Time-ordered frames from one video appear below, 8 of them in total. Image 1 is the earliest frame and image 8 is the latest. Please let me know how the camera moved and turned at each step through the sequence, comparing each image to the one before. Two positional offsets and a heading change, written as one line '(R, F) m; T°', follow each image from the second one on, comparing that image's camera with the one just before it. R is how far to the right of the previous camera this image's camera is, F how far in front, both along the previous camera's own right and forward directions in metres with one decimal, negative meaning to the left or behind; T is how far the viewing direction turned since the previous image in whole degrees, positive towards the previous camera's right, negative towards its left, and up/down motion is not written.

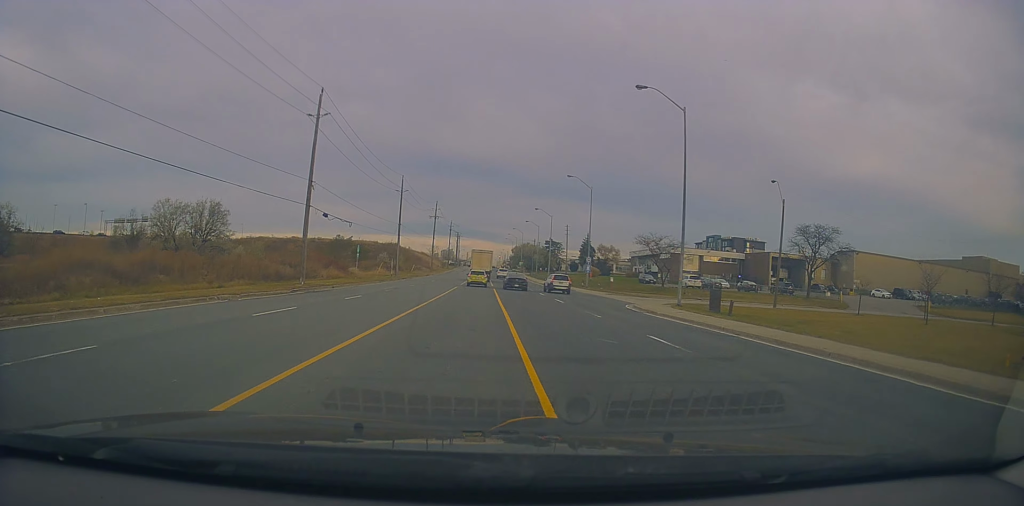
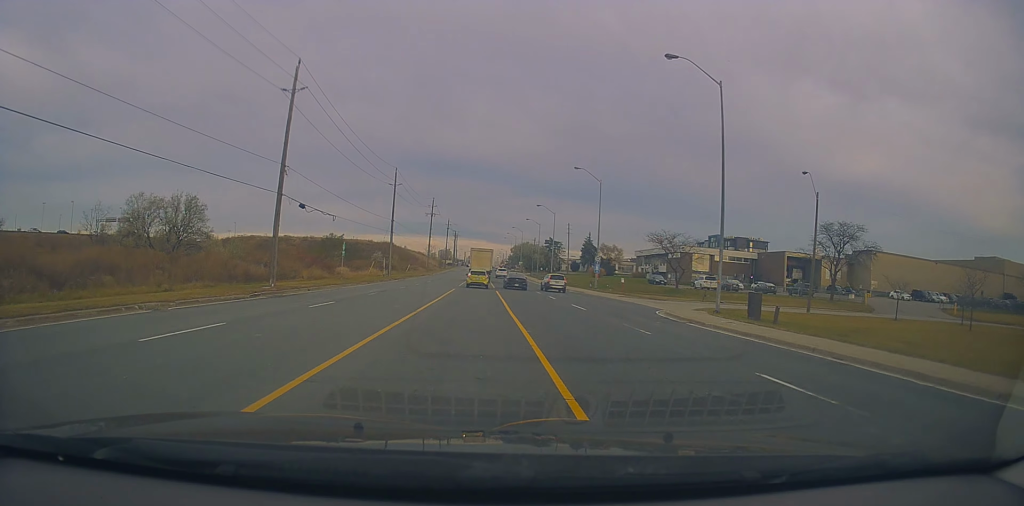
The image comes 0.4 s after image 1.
(-0.1, +6.0) m; 0°
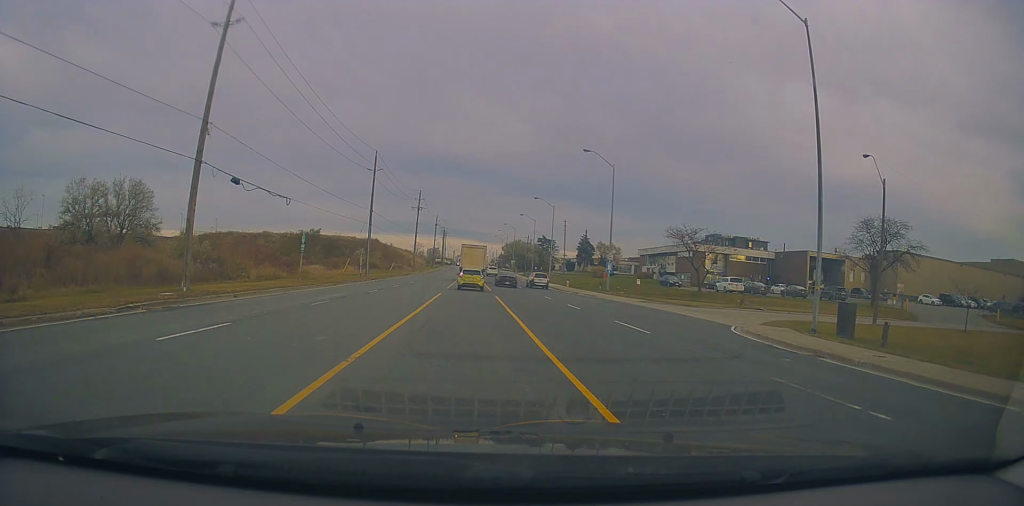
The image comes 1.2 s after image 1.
(-0.2, +10.1) m; 0°
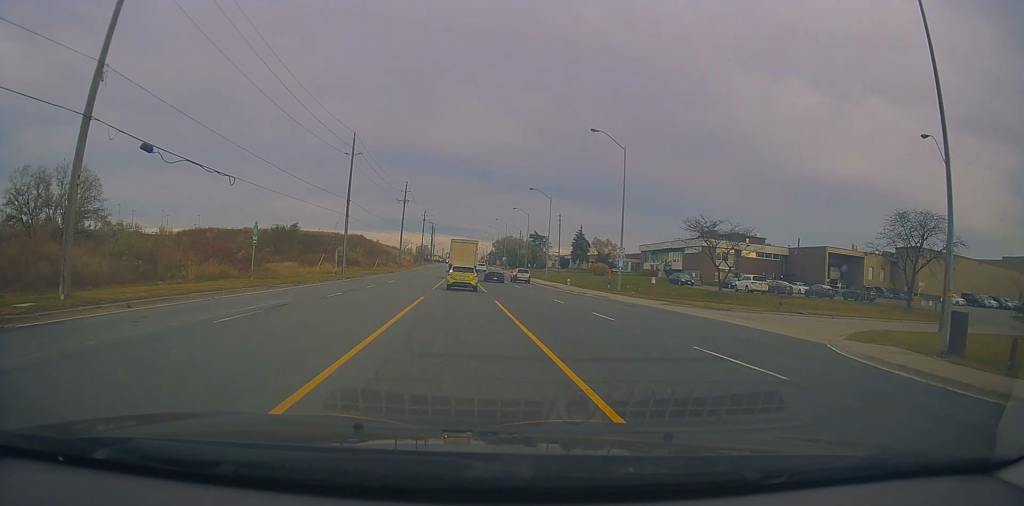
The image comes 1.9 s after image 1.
(+0.4, +7.9) m; -1°
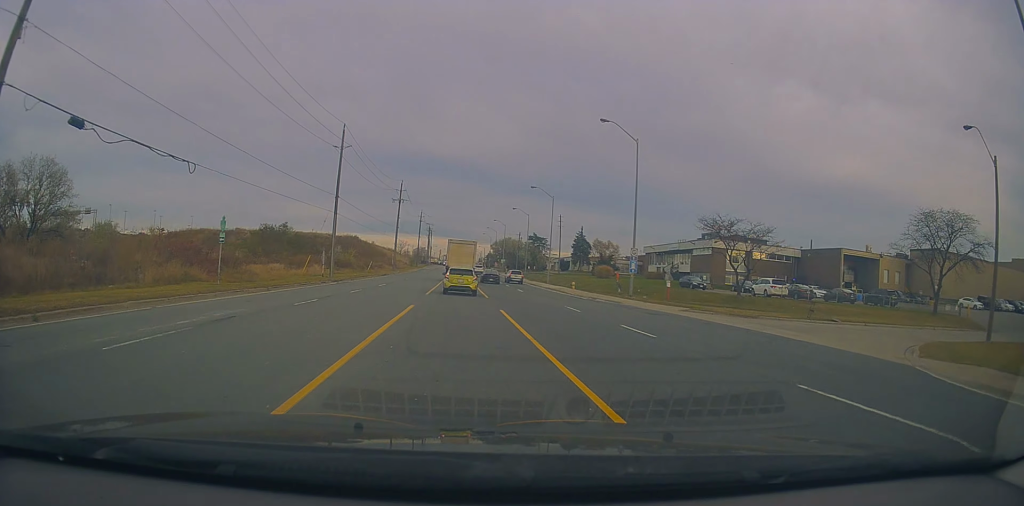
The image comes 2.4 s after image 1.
(-0.1, +4.8) m; 0°
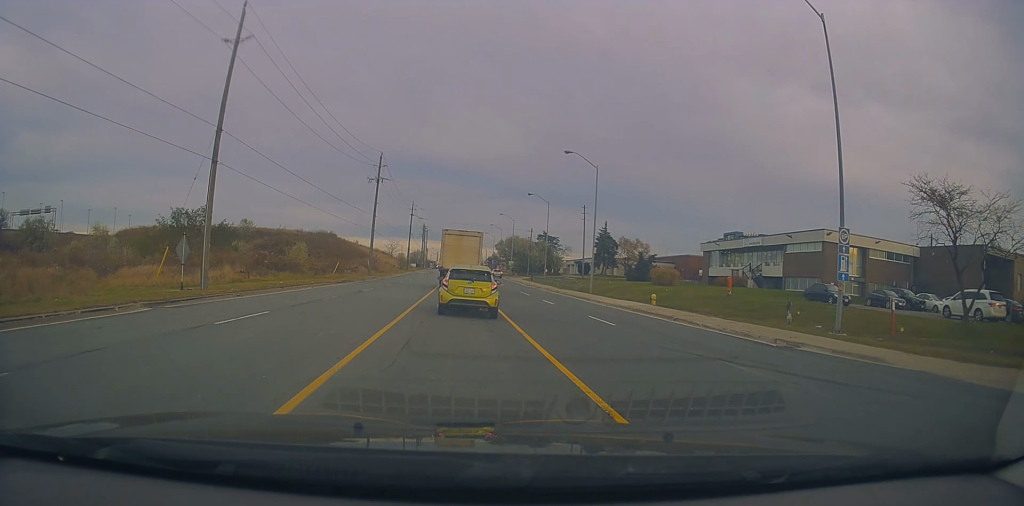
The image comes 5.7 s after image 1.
(+1.1, +27.3) m; +1°
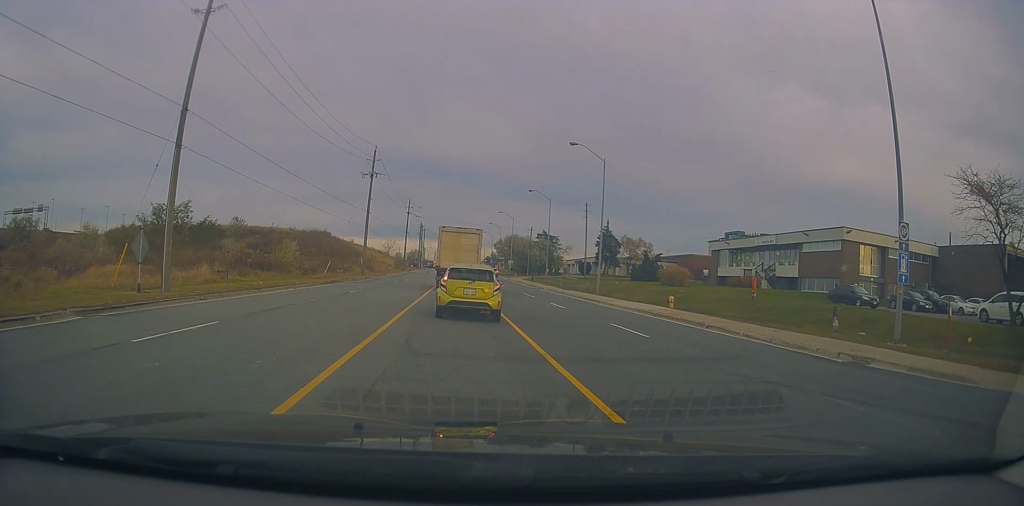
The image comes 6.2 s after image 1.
(-0.1, +3.7) m; -3°
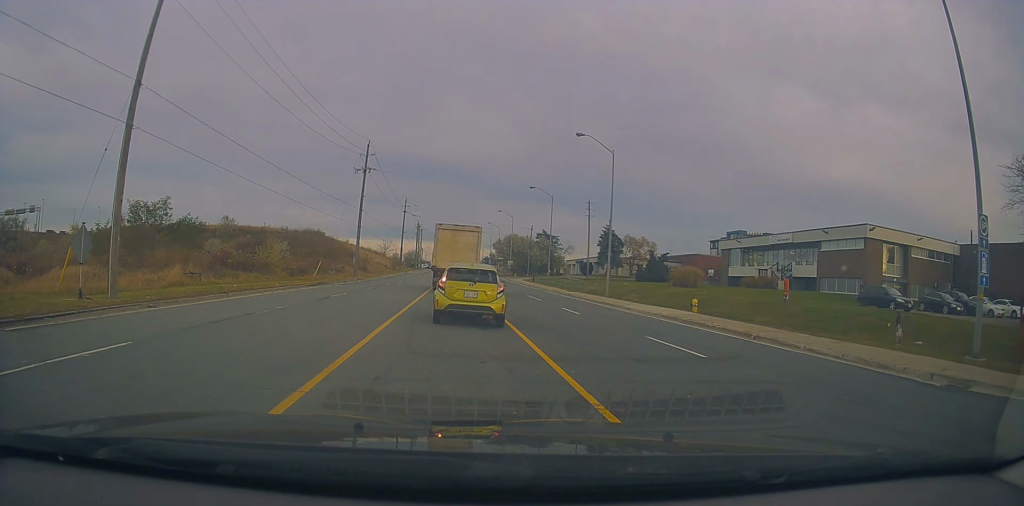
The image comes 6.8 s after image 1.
(-0.1, +3.6) m; +1°
